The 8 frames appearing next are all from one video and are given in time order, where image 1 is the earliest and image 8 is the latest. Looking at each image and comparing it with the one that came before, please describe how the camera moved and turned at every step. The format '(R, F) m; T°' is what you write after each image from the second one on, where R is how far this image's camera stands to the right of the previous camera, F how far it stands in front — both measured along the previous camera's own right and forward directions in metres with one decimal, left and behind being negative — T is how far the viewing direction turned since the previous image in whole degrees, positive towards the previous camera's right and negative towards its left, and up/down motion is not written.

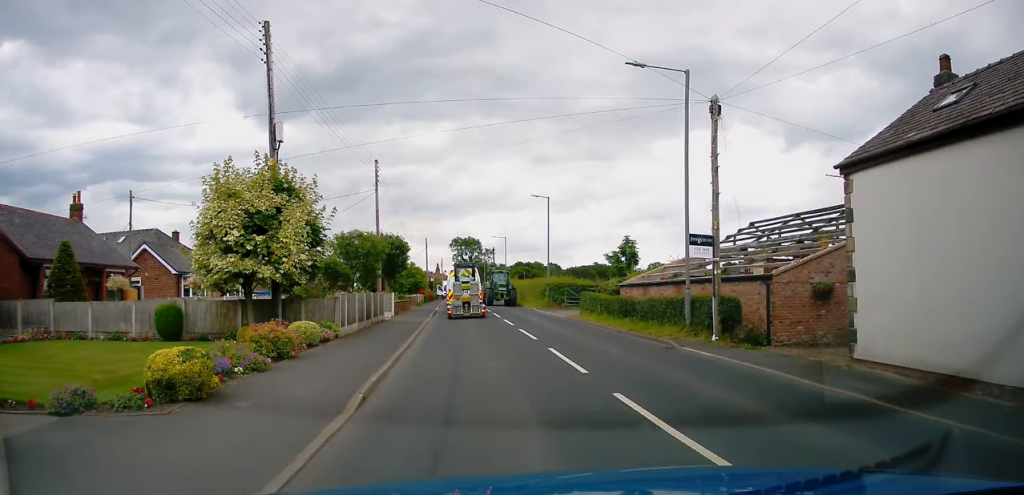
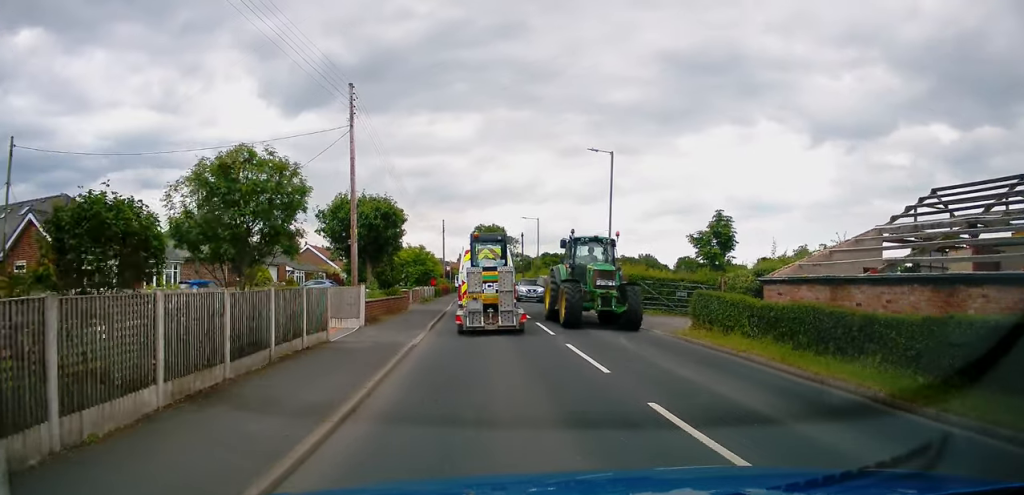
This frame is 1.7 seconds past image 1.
(-0.6, +13.5) m; -3°
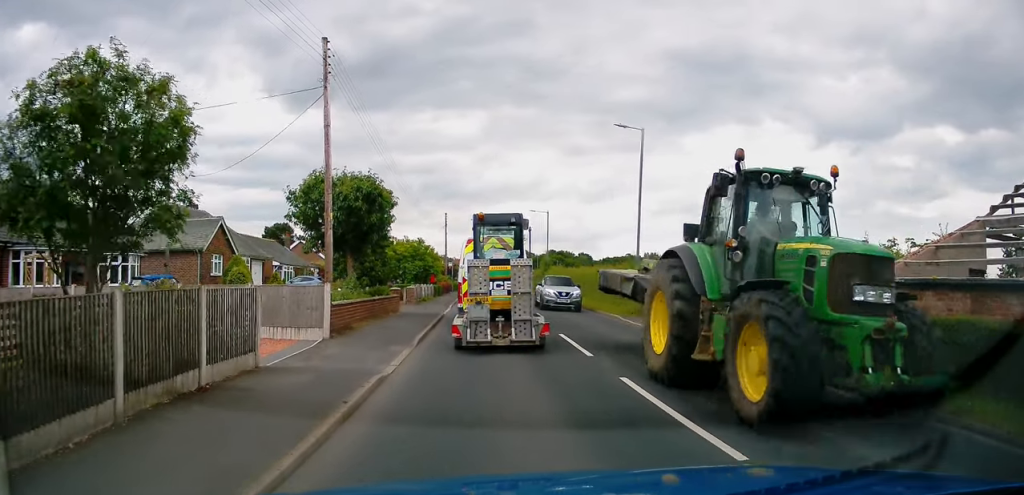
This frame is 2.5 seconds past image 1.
(0.0, +4.8) m; +1°
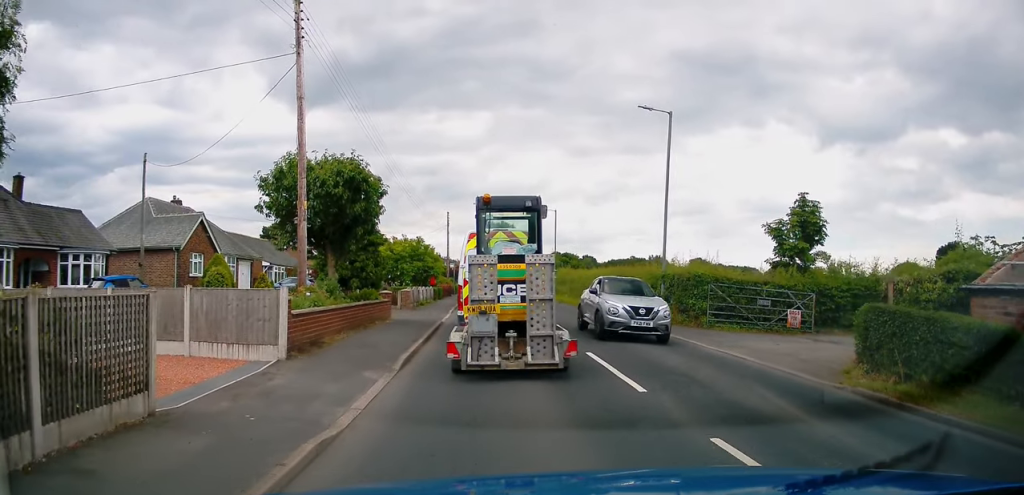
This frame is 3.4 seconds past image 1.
(0.0, +3.8) m; 0°
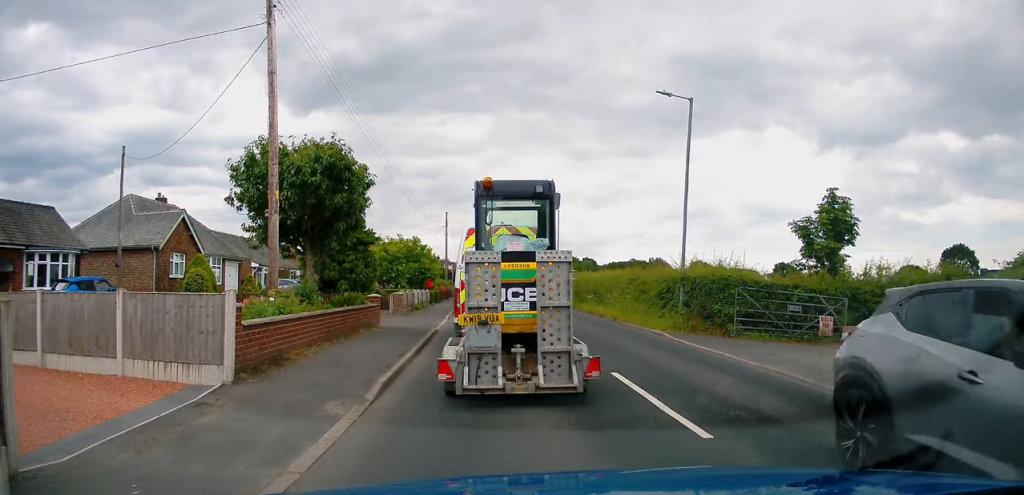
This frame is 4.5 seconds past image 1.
(0.0, +2.8) m; +5°
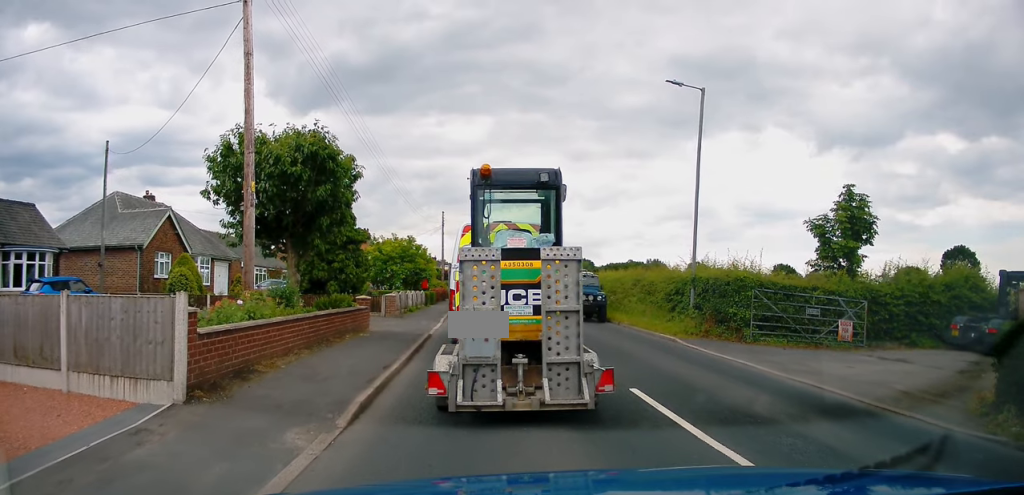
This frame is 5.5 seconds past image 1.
(+0.2, +1.5) m; +2°
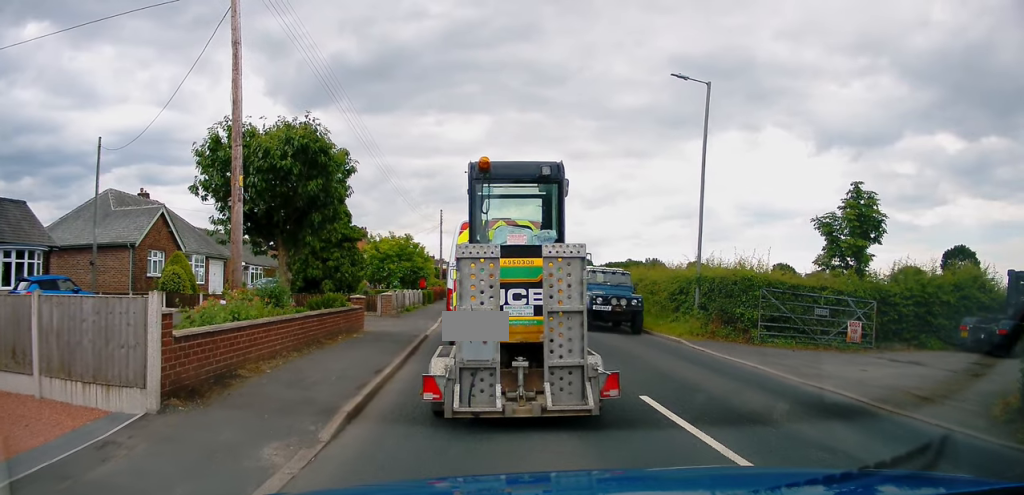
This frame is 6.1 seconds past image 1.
(0.0, +0.7) m; 0°
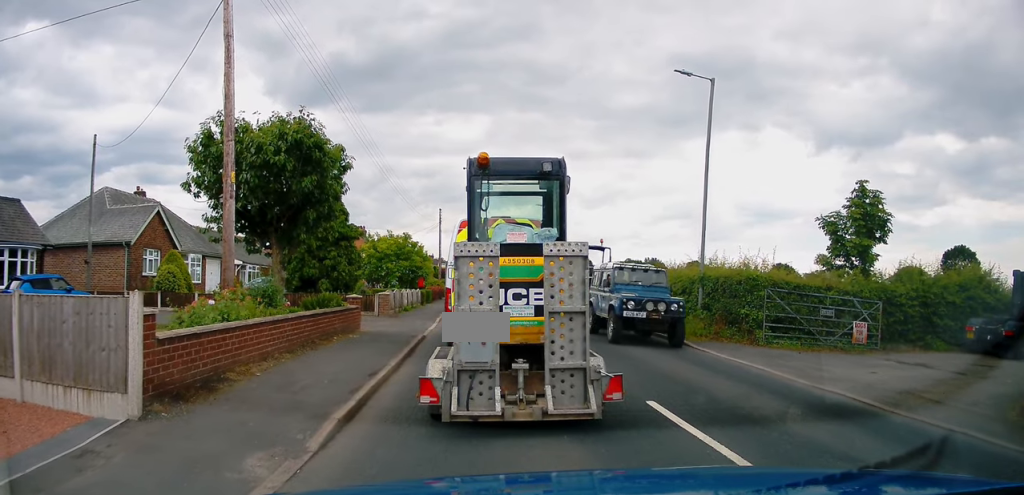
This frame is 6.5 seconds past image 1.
(-0.1, +0.4) m; 0°
